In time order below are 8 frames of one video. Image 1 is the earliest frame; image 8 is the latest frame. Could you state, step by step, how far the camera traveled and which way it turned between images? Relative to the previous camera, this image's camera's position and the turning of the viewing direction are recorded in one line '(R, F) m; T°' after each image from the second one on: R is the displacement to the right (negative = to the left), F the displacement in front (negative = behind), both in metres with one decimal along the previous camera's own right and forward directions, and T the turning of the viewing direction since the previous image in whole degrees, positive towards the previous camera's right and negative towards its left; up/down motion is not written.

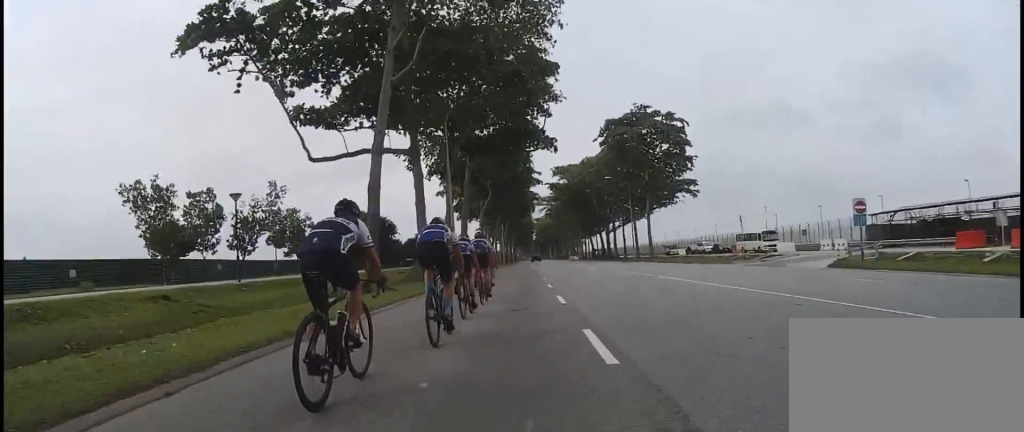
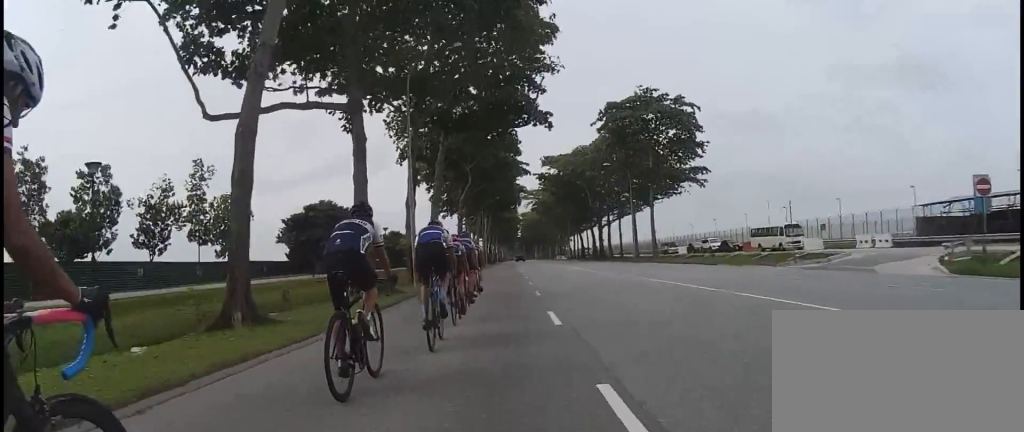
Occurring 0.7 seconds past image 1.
(+0.2, +8.4) m; +1°
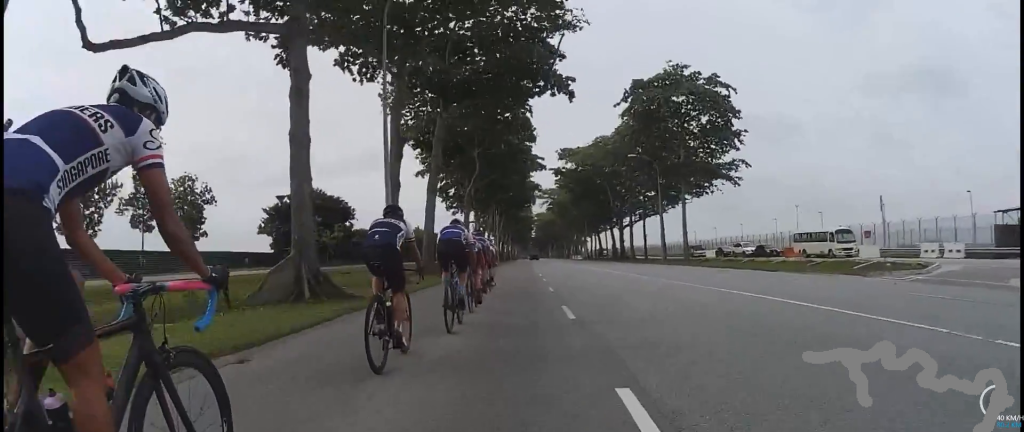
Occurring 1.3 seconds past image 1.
(+0.4, +6.6) m; 0°
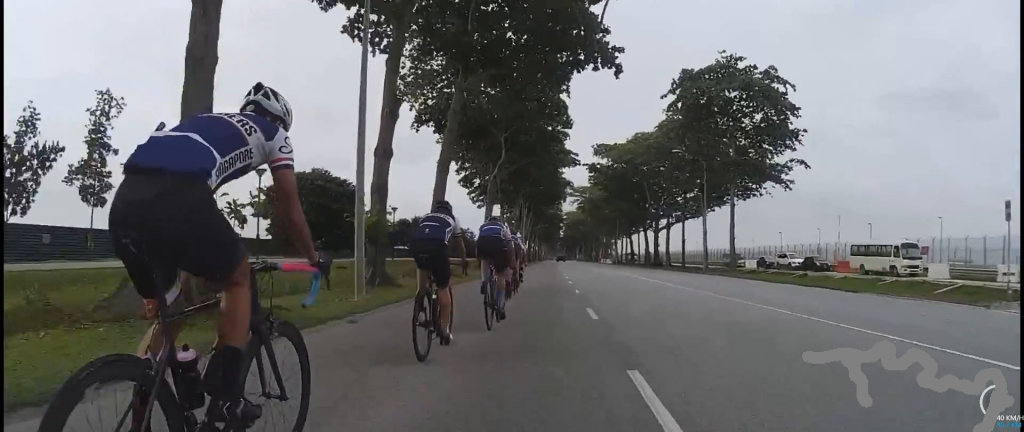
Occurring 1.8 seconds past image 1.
(-0.2, +5.3) m; 0°
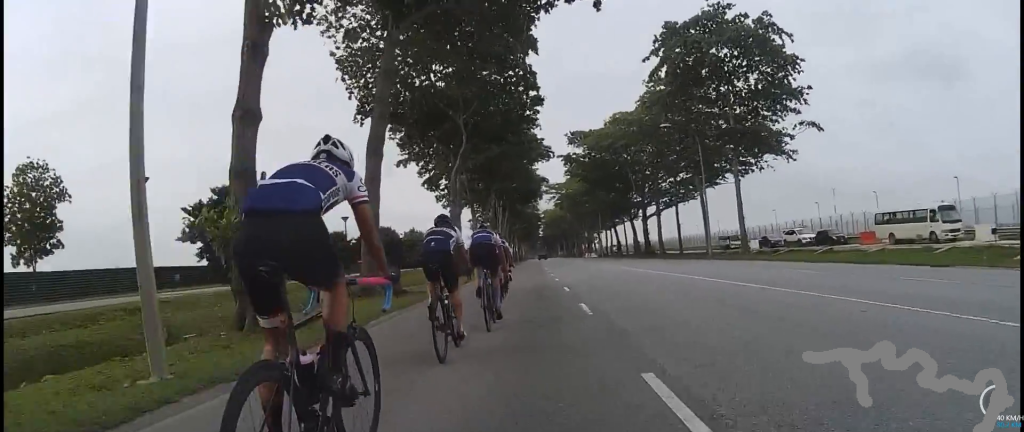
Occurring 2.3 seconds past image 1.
(-0.4, +6.5) m; 0°
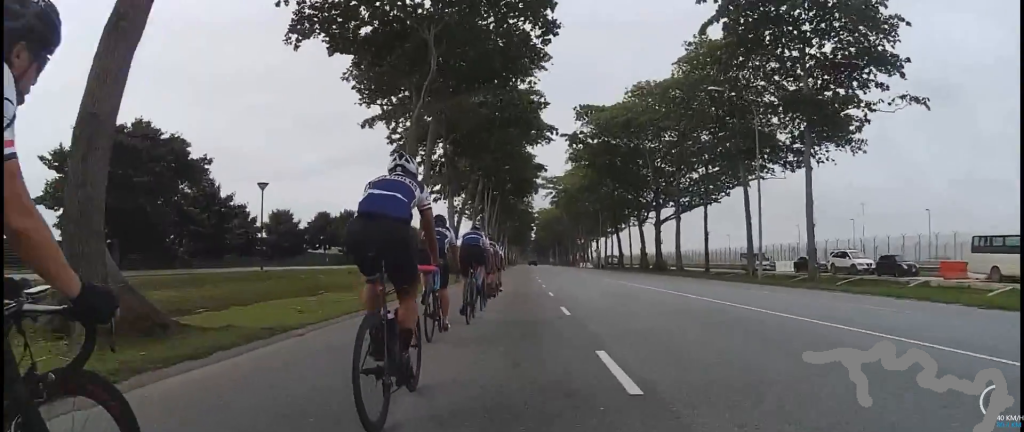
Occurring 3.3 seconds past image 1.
(+0.6, +11.4) m; 0°
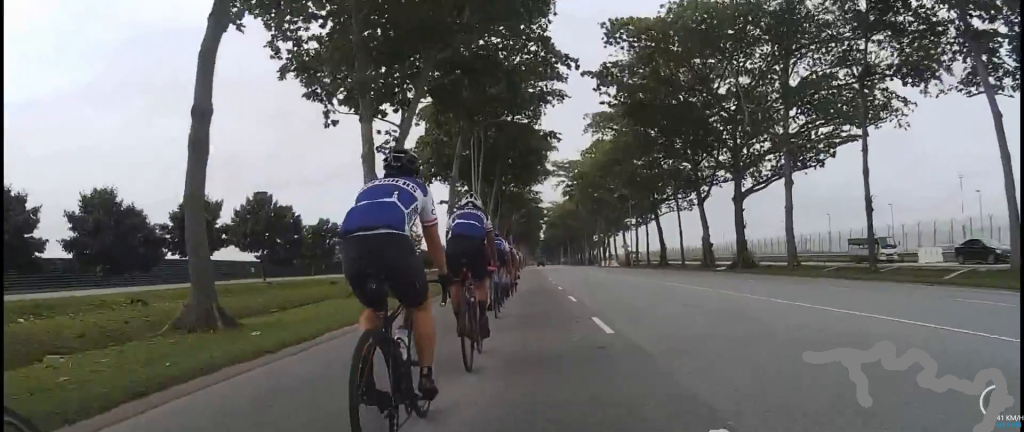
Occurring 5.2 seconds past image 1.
(-0.1, +21.9) m; 0°
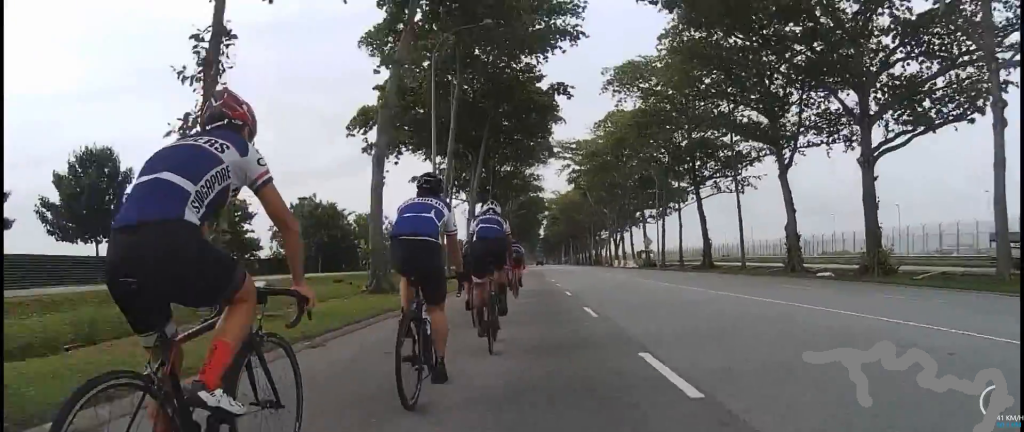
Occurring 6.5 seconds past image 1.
(-0.9, +16.0) m; -5°
